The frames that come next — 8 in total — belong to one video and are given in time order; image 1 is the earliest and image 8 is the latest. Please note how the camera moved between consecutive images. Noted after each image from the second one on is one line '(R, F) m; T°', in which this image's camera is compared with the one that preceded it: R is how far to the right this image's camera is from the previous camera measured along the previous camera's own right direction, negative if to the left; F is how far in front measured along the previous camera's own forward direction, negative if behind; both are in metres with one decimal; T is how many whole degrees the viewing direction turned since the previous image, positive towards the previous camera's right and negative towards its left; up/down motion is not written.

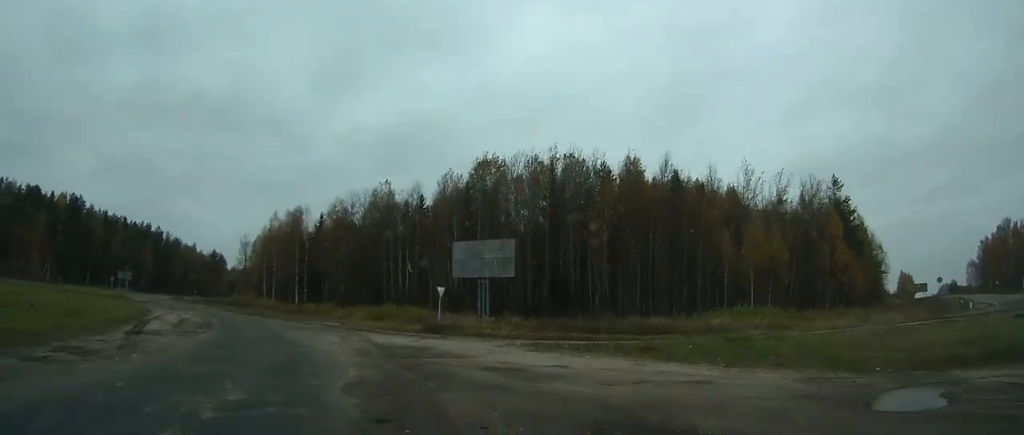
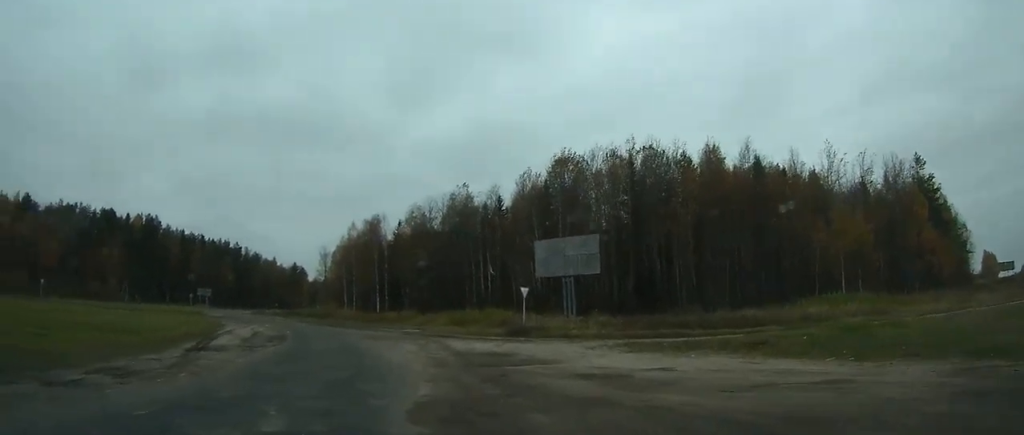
(-0.5, +3.1) m; -10°
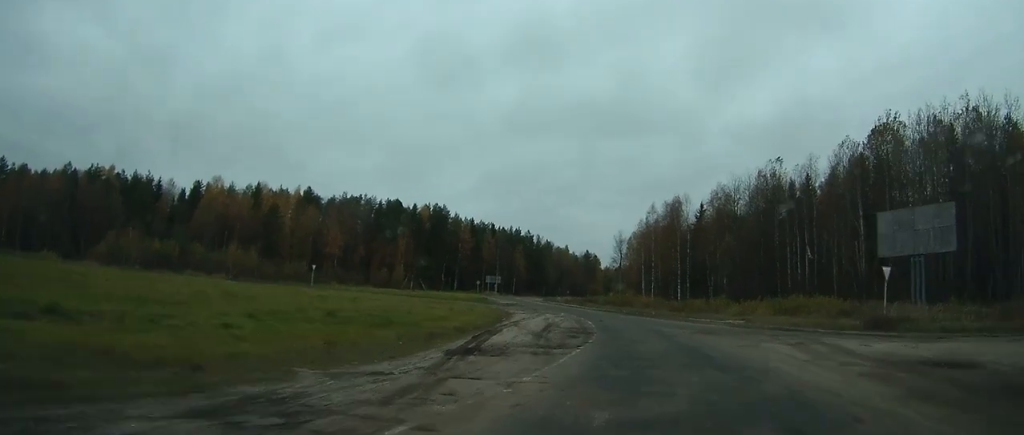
(-1.8, +9.2) m; -11°
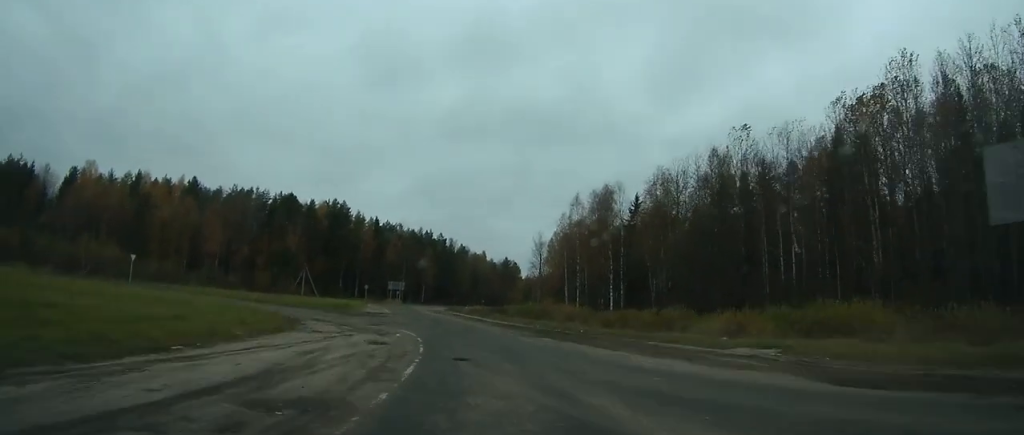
(+0.7, +18.6) m; 0°
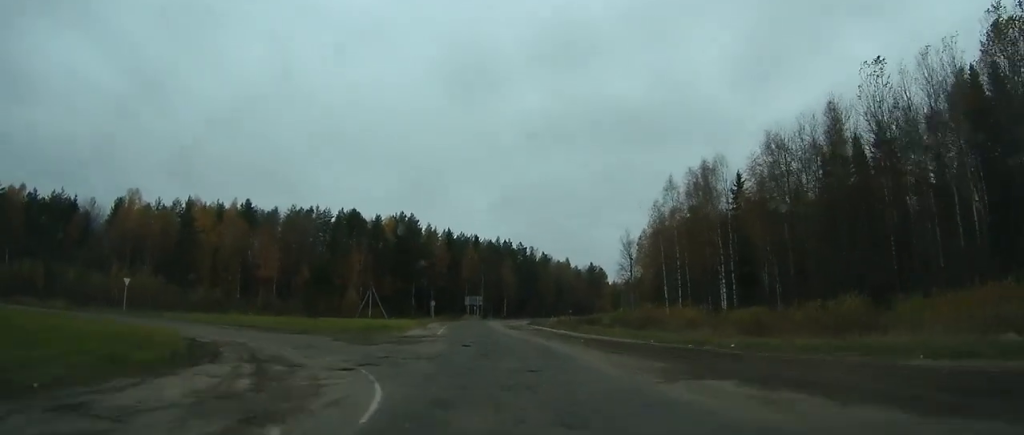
(-0.4, +13.4) m; -3°
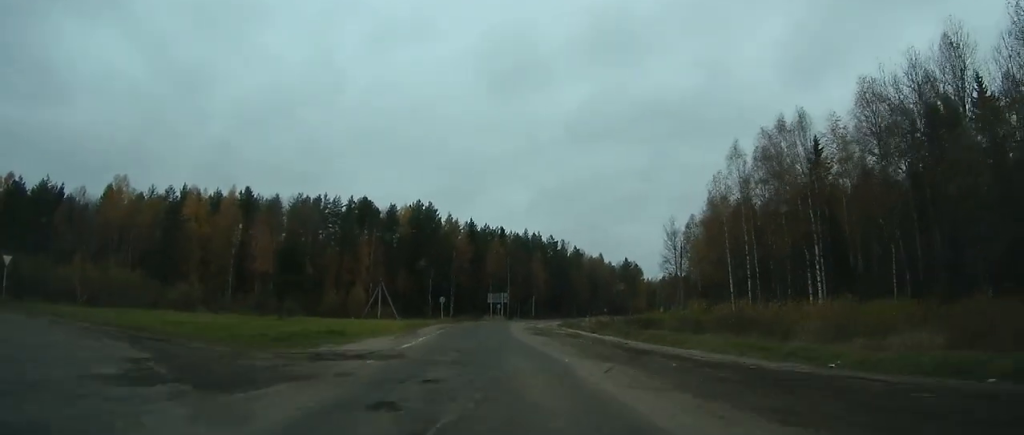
(-0.4, +16.6) m; -4°
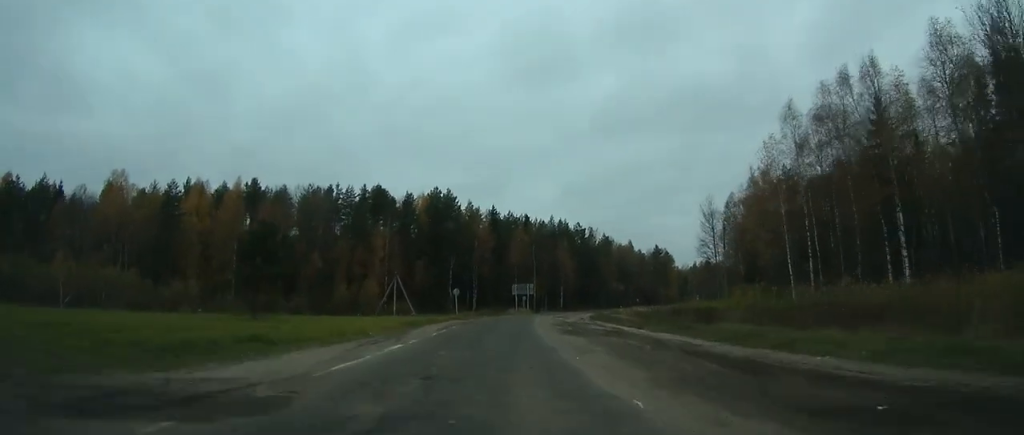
(-0.1, +9.4) m; -2°
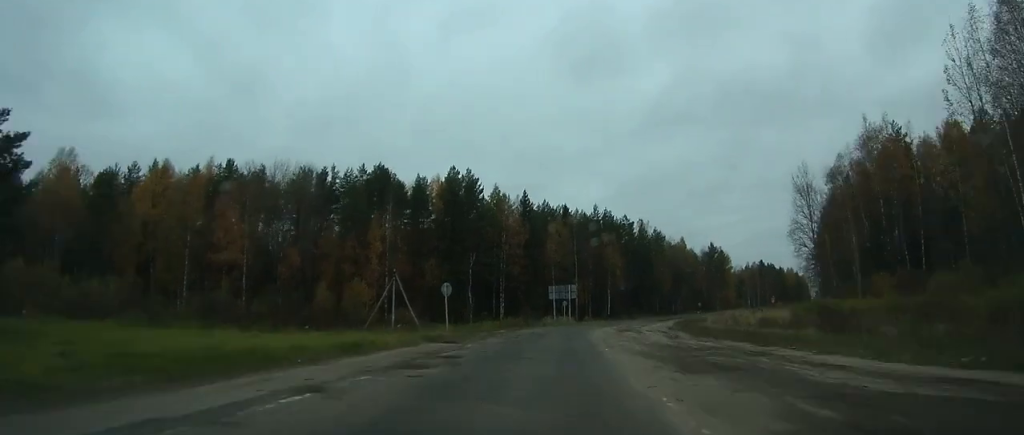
(-0.9, +25.4) m; -2°
